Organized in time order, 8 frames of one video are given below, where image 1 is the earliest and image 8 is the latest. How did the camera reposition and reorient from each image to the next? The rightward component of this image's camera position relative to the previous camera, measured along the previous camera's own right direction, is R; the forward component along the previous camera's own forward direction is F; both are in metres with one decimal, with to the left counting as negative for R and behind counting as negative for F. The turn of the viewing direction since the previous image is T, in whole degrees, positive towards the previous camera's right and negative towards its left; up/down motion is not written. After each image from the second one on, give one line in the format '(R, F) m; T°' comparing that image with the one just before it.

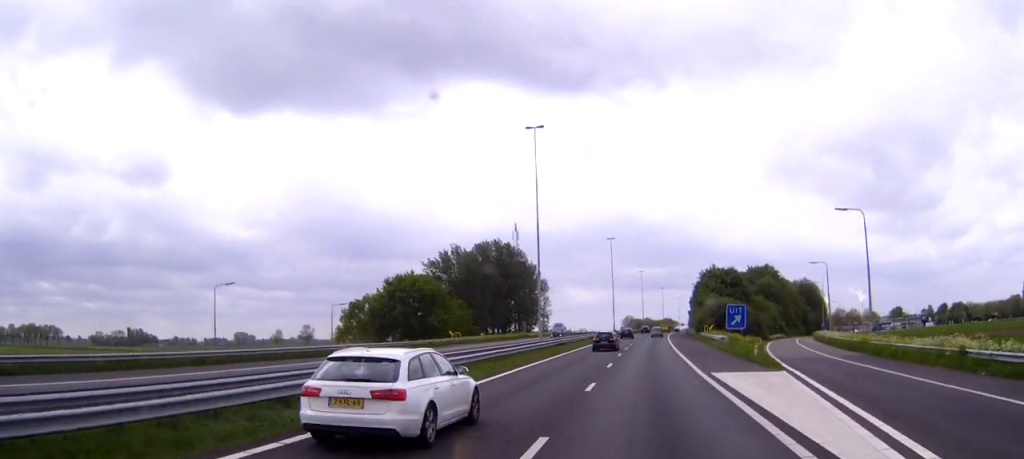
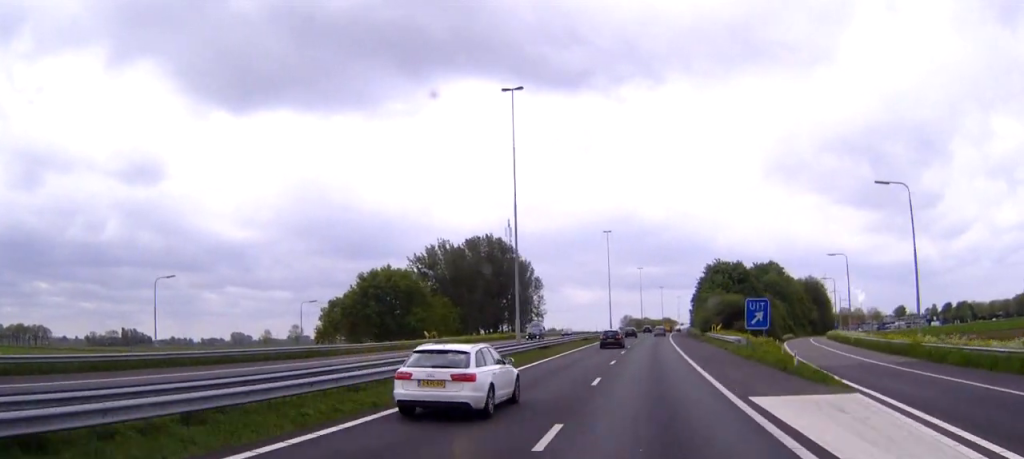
(-0.1, +10.0) m; 0°
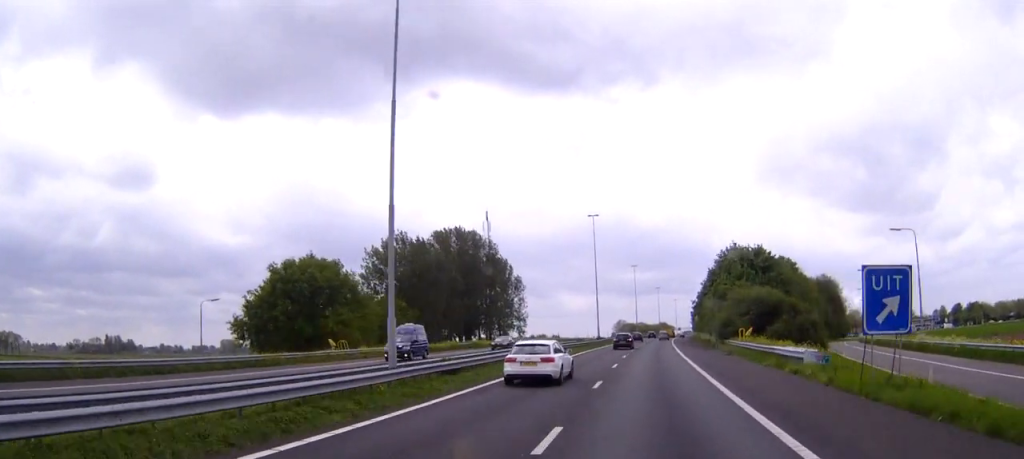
(+0.2, +23.9) m; +1°
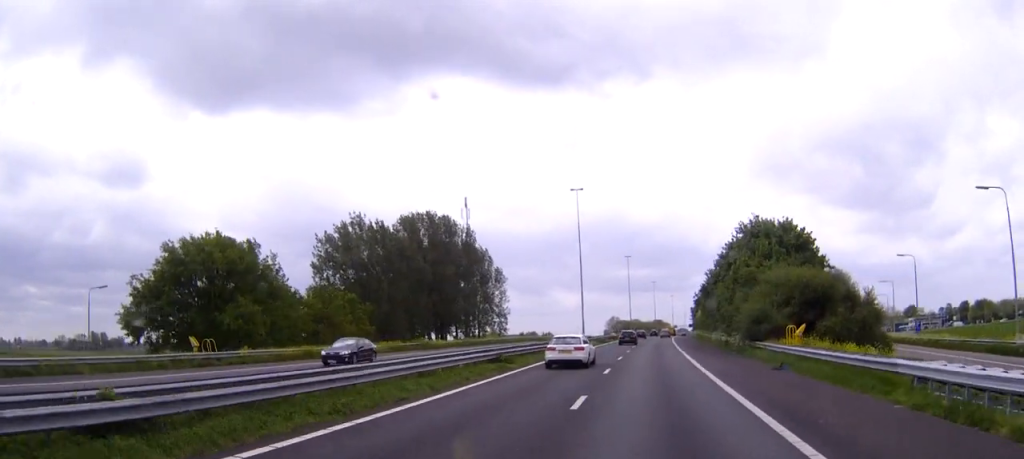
(+0.1, +18.4) m; +1°
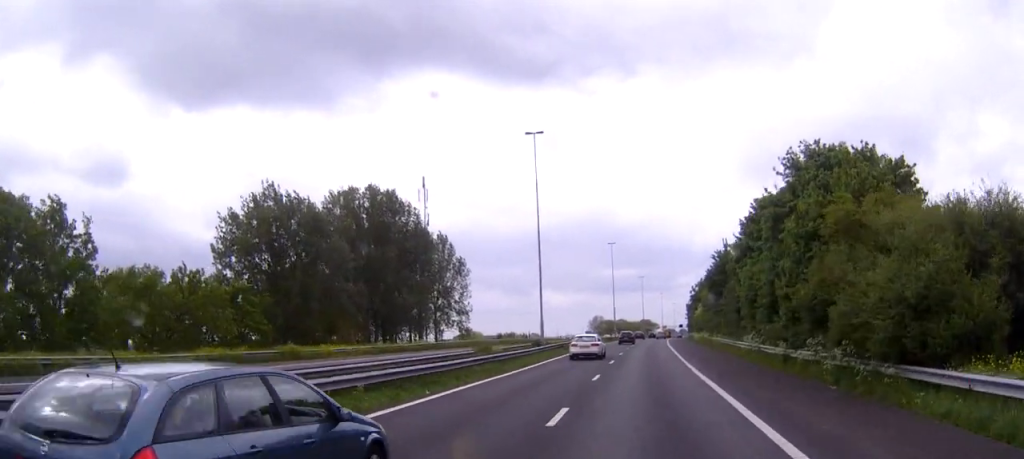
(+0.2, +26.0) m; +1°
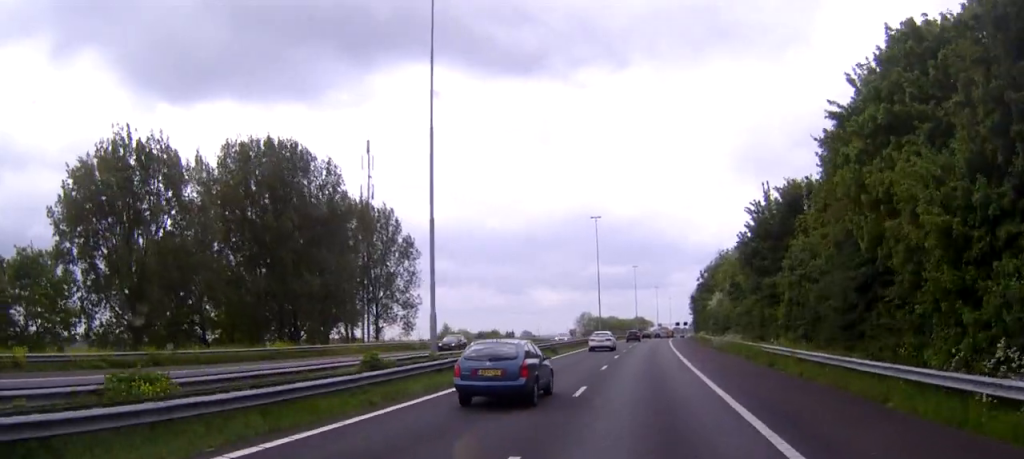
(+0.1, +29.8) m; +1°
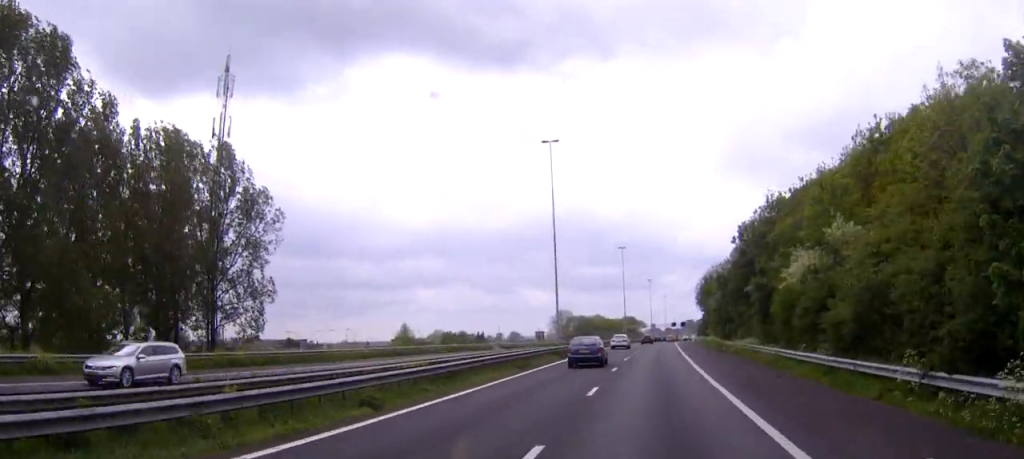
(+0.3, +45.9) m; +1°
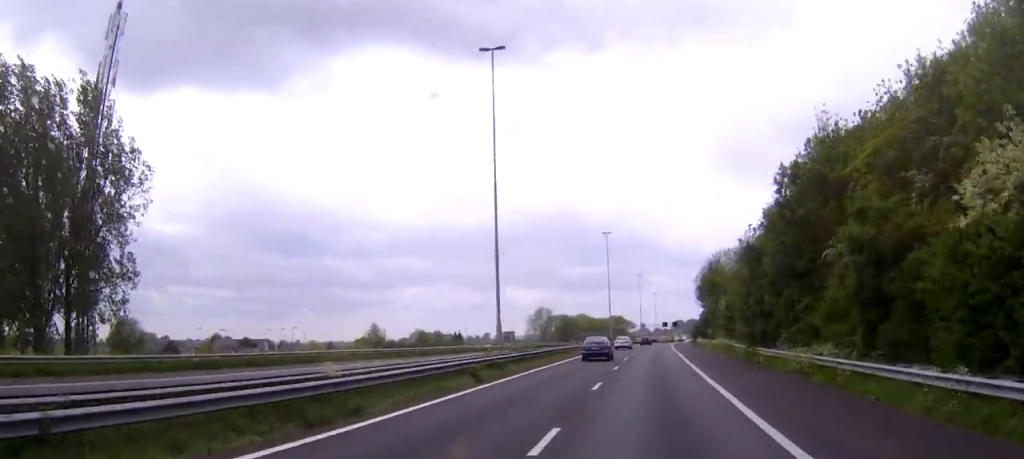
(+0.3, +21.4) m; +1°
